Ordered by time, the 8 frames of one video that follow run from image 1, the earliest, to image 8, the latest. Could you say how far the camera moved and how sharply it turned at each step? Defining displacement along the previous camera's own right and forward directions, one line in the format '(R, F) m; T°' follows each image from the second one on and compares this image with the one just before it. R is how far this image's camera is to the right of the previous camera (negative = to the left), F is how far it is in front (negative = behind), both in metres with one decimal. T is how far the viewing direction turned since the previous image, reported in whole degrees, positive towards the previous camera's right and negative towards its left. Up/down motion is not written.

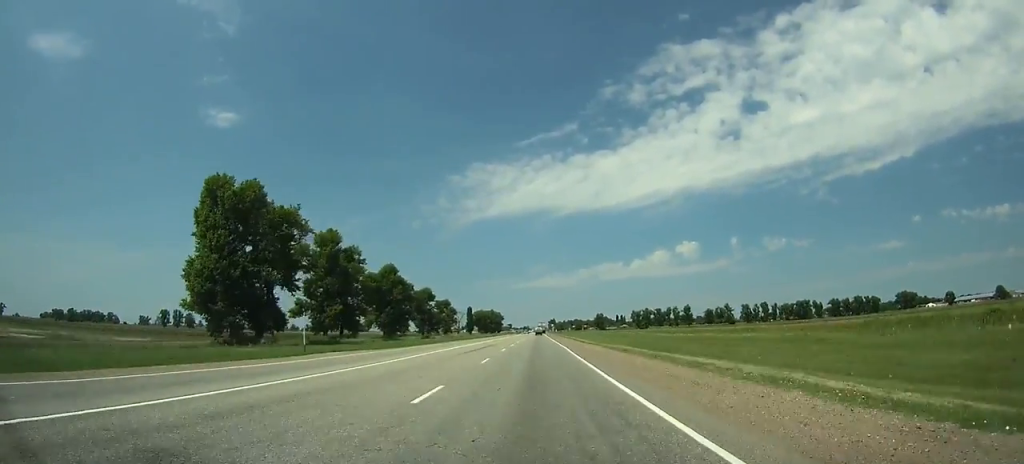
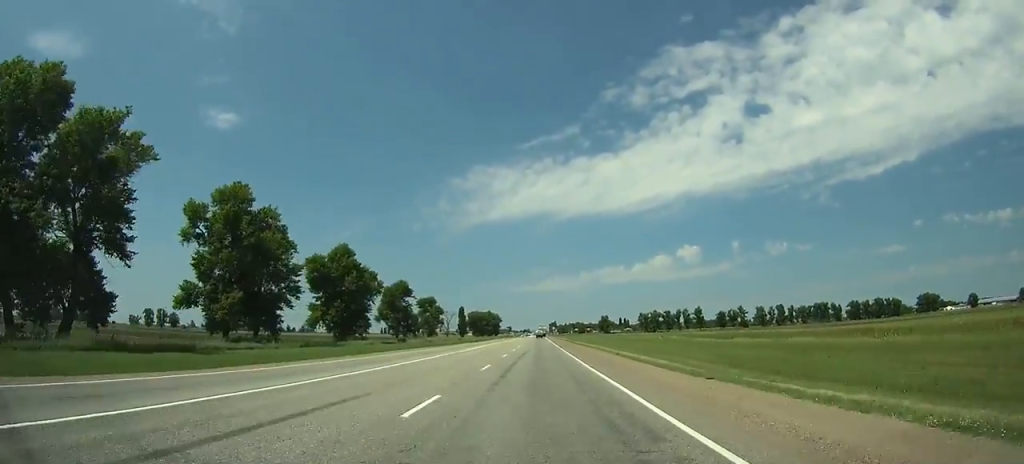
(0.0, +37.1) m; 0°
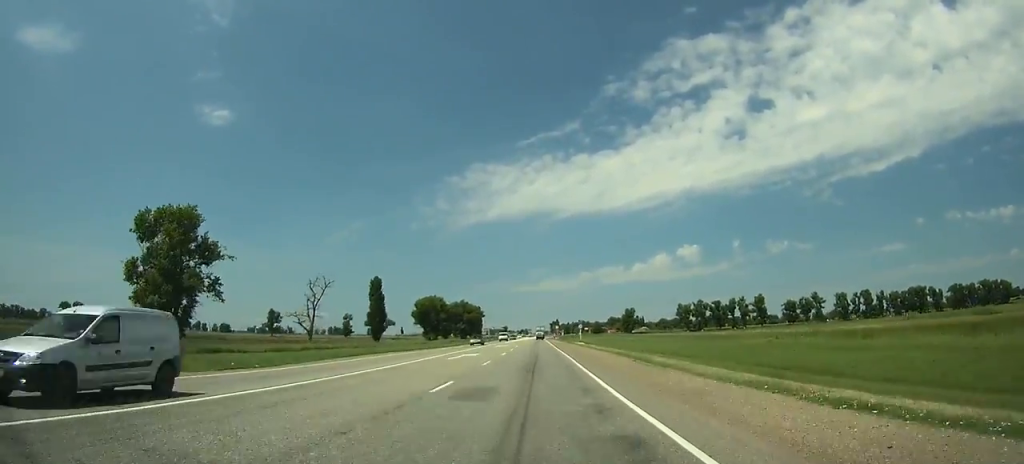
(-0.2, +150.8) m; 0°
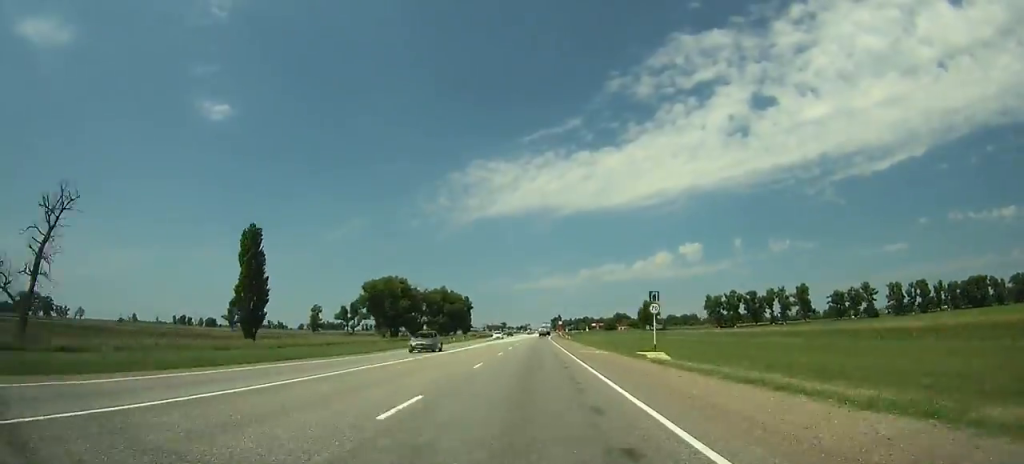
(+0.1, +64.4) m; 0°
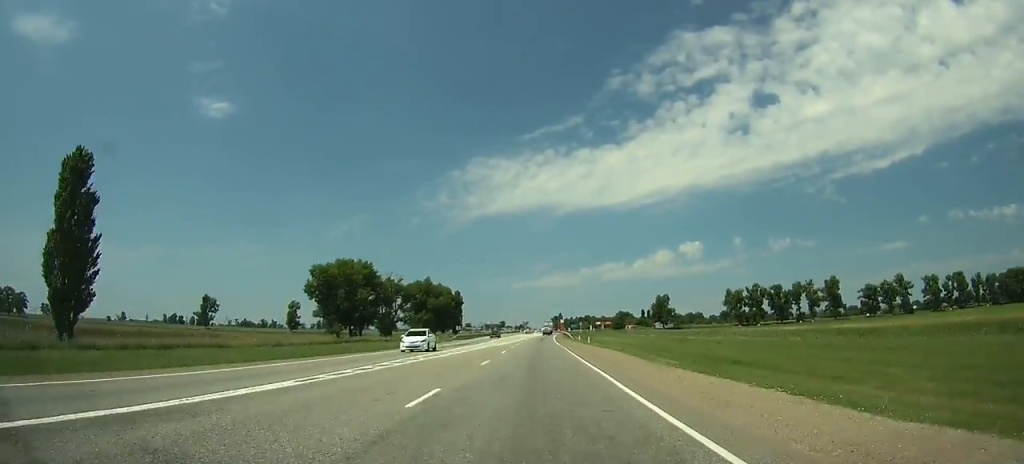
(0.0, +34.6) m; 0°
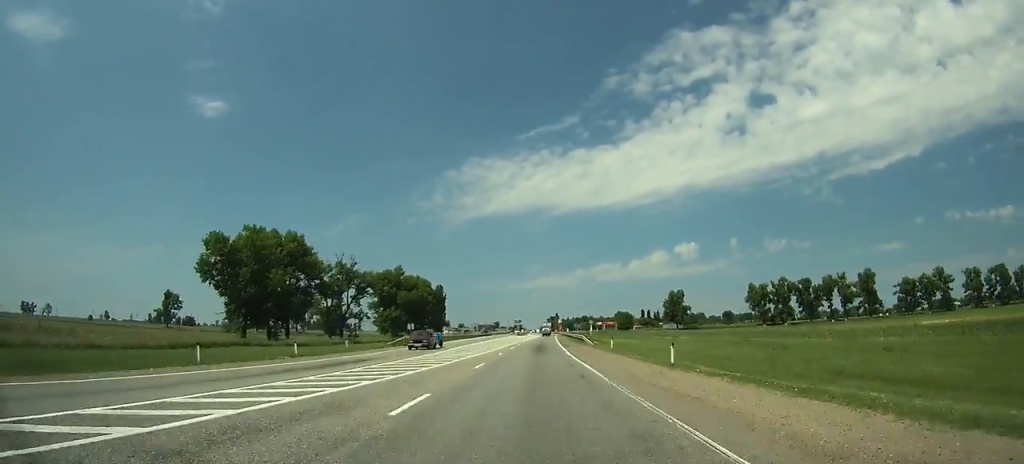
(-0.1, +37.0) m; 0°
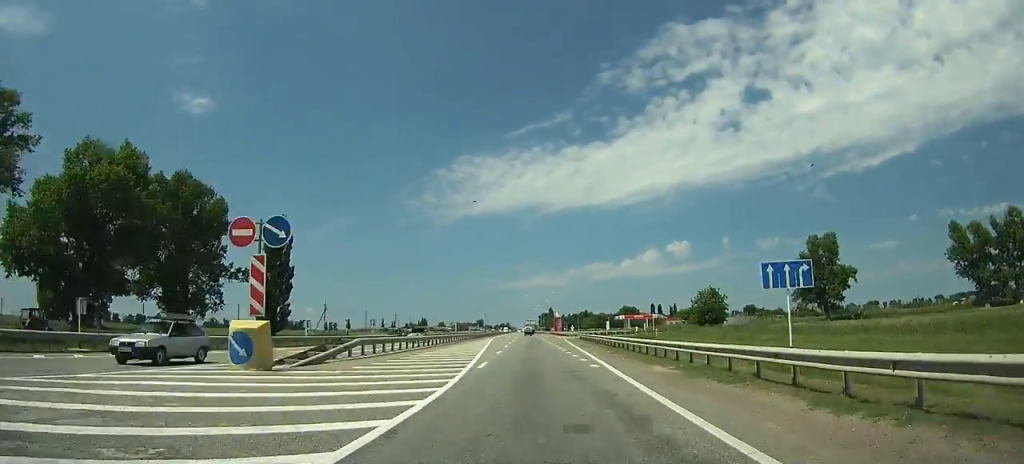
(+2.0, +137.3) m; +1°
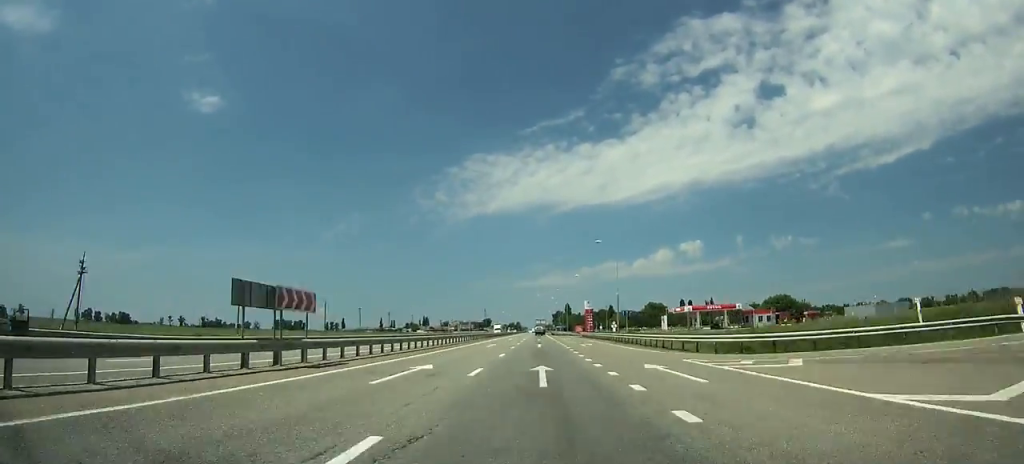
(-1.0, +86.8) m; -1°
